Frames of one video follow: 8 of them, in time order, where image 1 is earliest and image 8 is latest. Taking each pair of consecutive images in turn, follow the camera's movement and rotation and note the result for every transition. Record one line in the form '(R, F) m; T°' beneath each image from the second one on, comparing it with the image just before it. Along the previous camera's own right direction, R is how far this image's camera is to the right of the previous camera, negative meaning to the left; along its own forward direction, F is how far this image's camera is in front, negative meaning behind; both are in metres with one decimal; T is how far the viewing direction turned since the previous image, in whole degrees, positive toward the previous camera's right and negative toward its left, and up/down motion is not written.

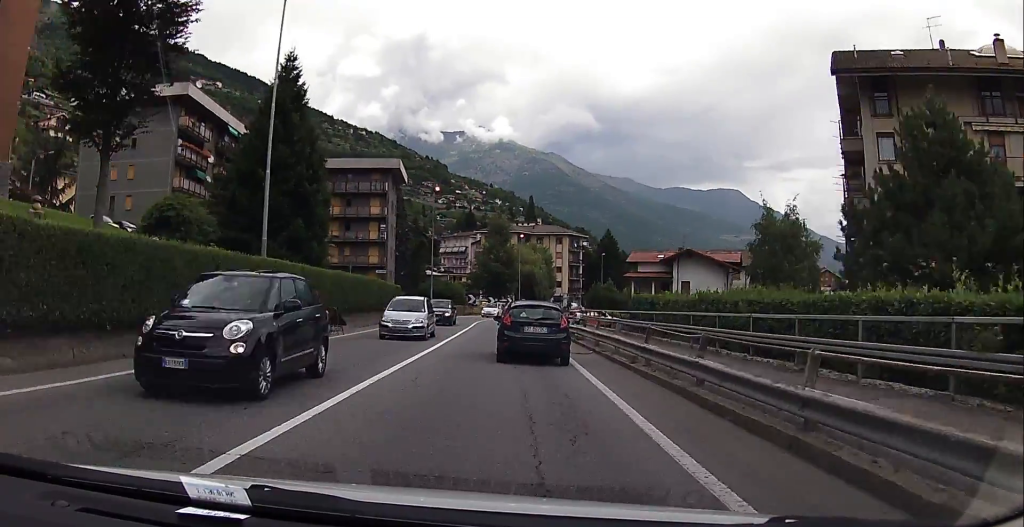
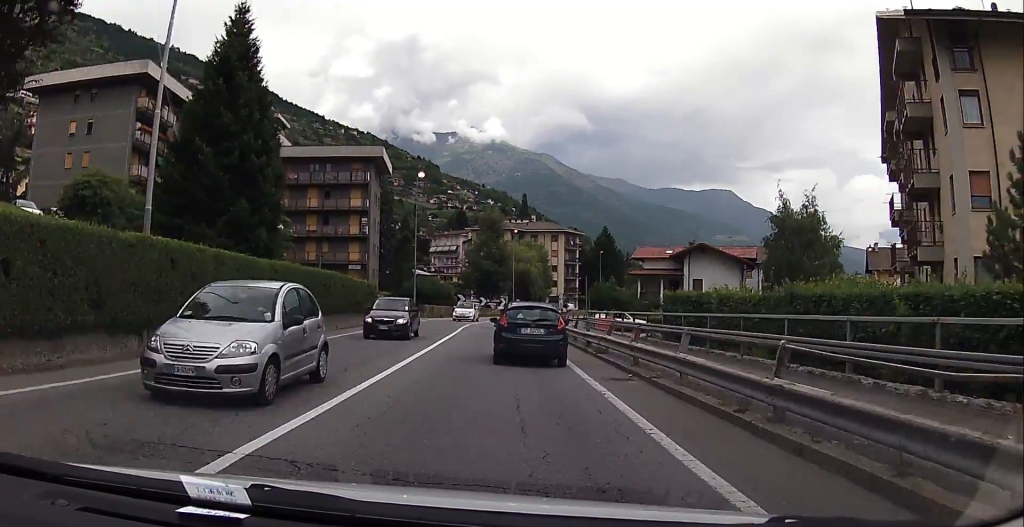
(+0.1, +7.1) m; +1°
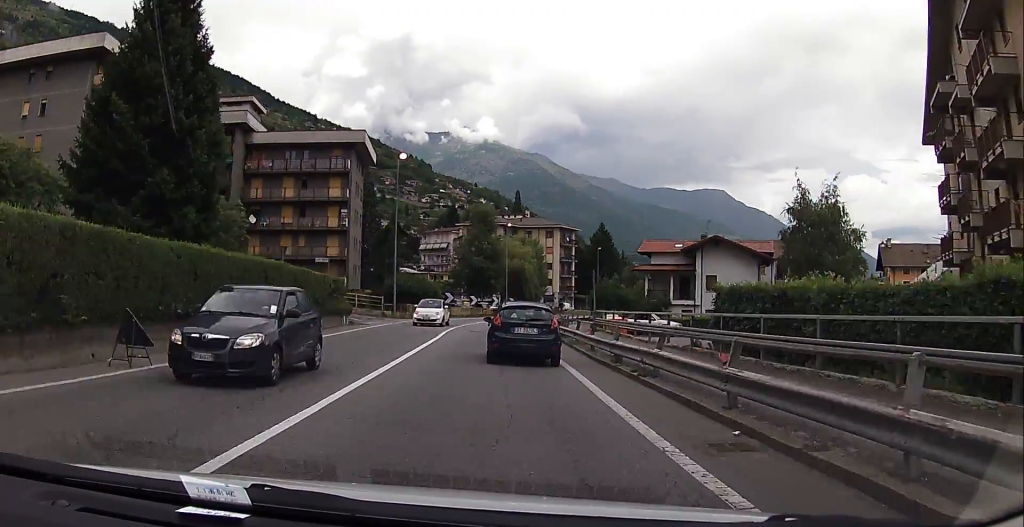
(0.0, +6.6) m; 0°
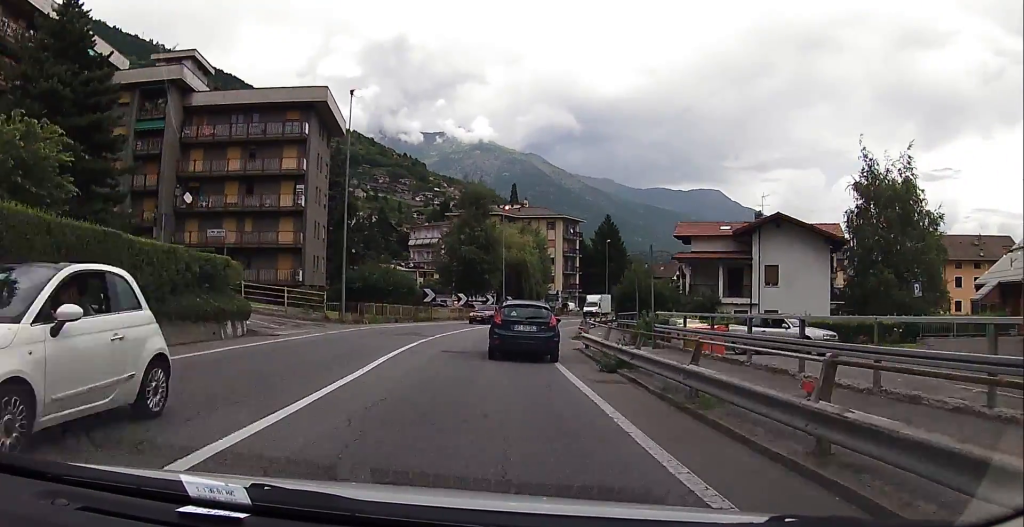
(+0.1, +14.1) m; -1°
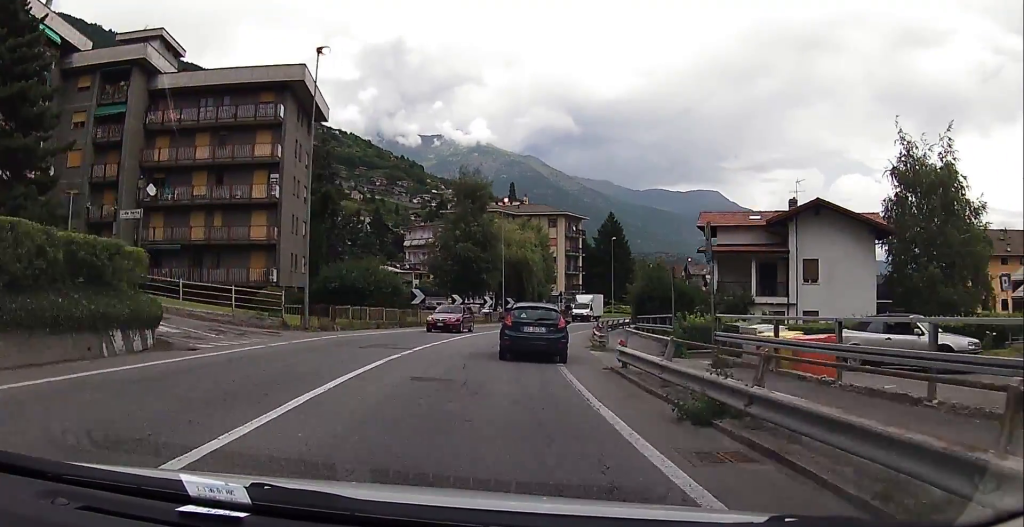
(0.0, +6.0) m; -1°
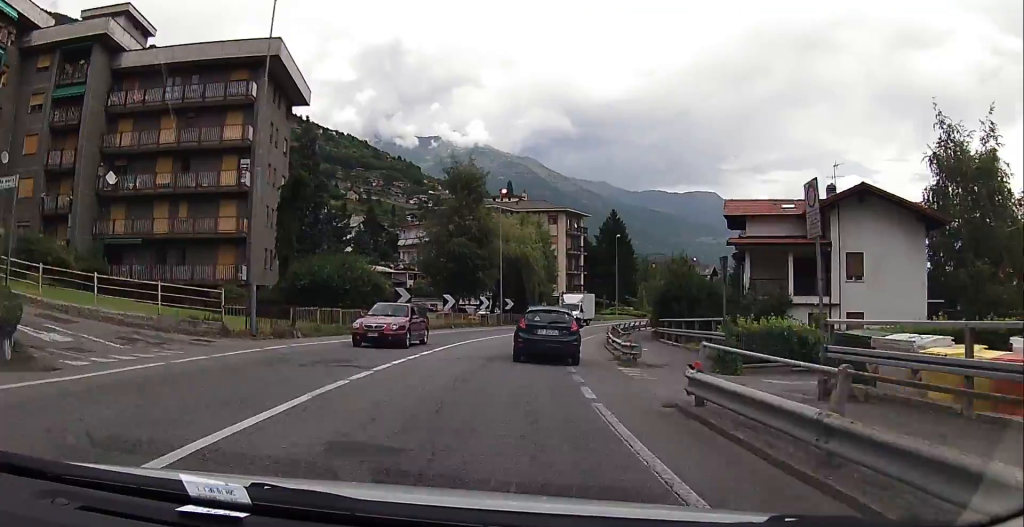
(-0.2, +5.5) m; +1°
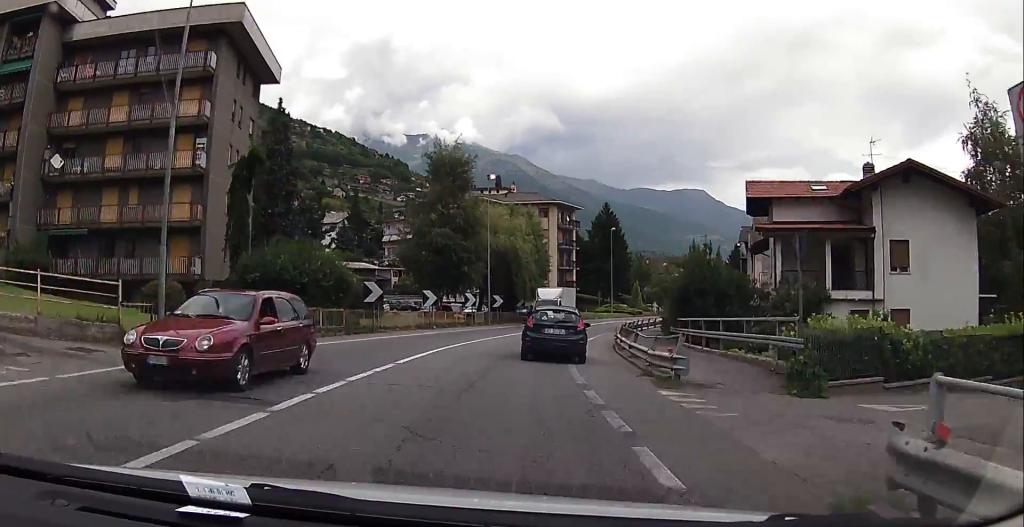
(-0.1, +5.2) m; +1°
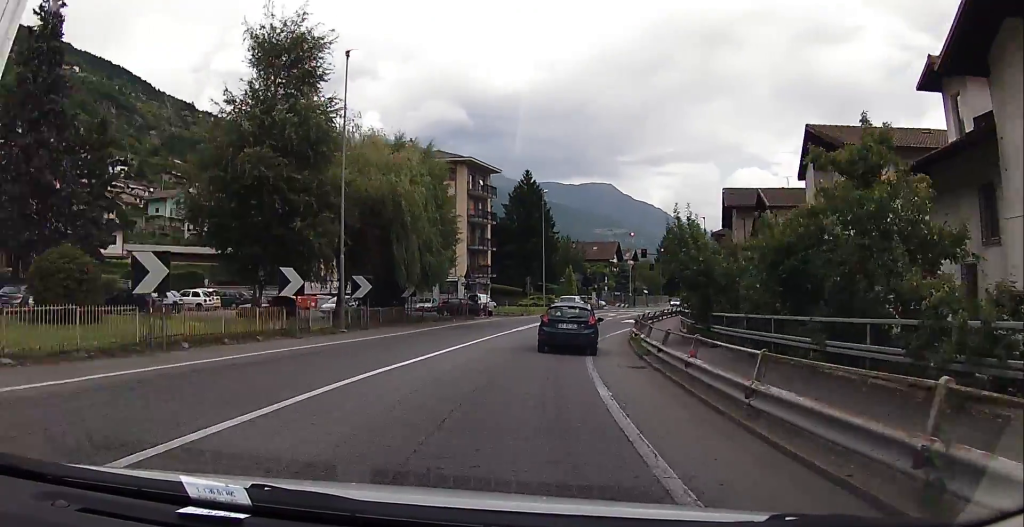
(+2.0, +24.0) m; +9°
